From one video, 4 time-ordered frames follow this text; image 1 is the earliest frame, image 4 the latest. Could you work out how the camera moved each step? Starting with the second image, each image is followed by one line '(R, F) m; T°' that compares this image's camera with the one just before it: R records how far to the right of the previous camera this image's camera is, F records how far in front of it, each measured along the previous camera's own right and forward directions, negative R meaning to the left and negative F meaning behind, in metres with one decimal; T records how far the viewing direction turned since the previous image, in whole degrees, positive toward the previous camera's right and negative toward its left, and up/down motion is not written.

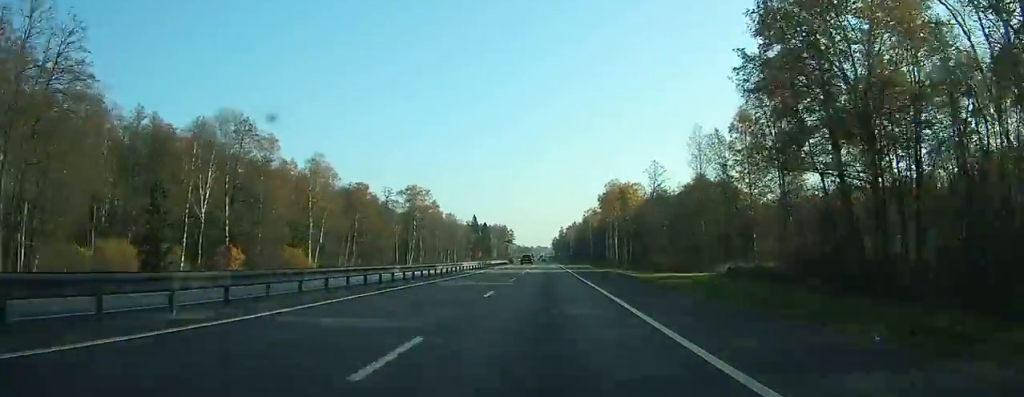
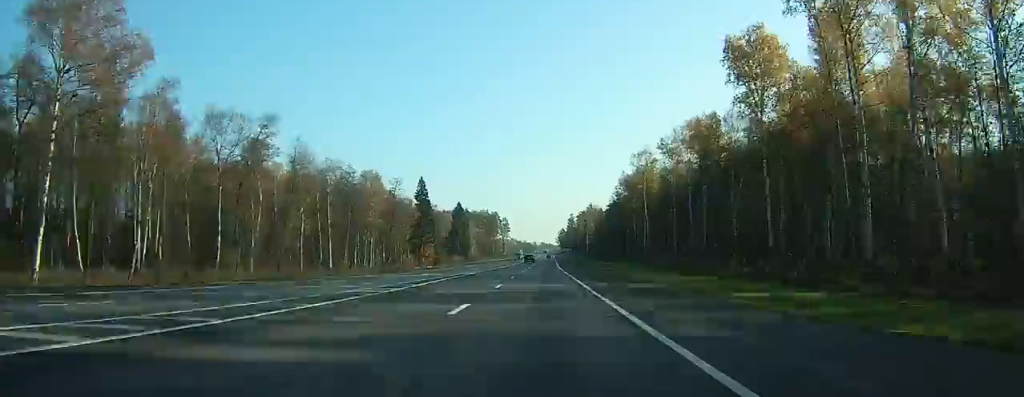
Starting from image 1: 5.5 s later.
(+0.1, +131.3) m; 0°
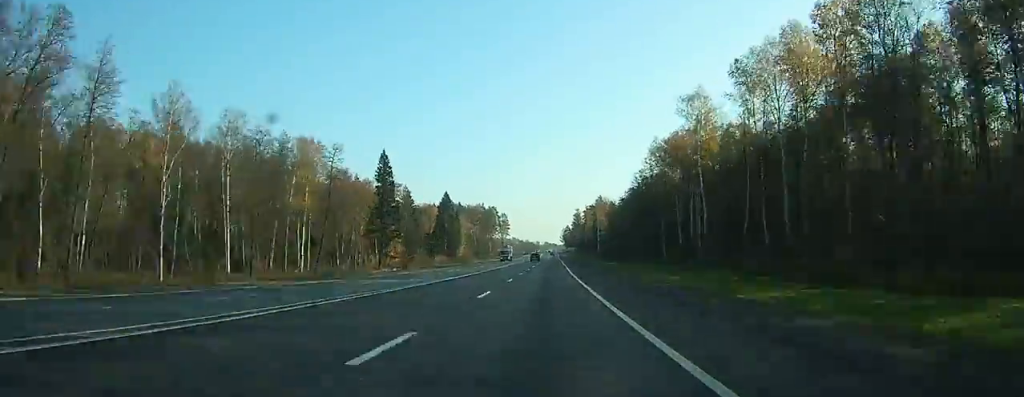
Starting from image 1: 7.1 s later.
(-0.1, +41.6) m; 0°
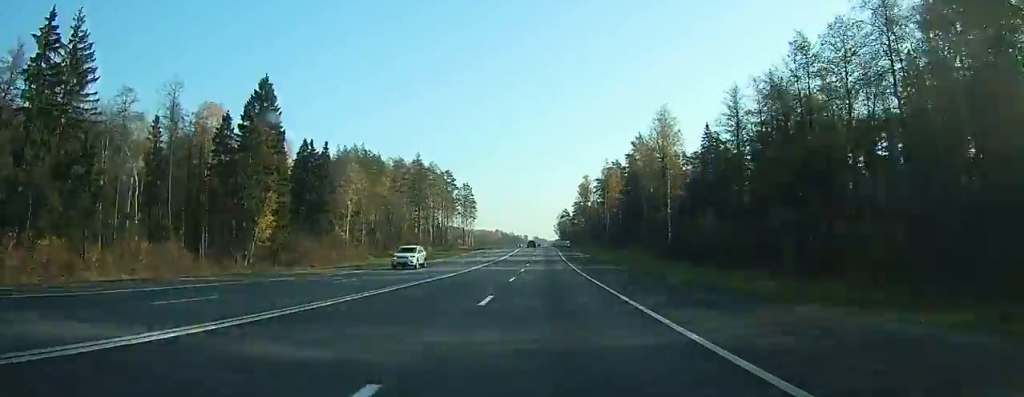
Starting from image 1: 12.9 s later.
(-0.2, +147.9) m; 0°
